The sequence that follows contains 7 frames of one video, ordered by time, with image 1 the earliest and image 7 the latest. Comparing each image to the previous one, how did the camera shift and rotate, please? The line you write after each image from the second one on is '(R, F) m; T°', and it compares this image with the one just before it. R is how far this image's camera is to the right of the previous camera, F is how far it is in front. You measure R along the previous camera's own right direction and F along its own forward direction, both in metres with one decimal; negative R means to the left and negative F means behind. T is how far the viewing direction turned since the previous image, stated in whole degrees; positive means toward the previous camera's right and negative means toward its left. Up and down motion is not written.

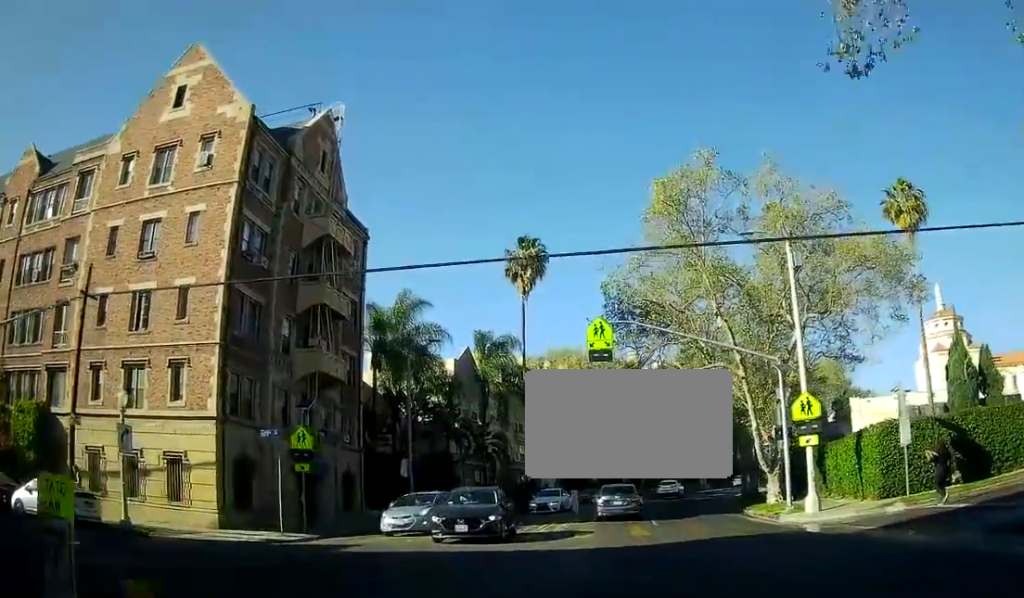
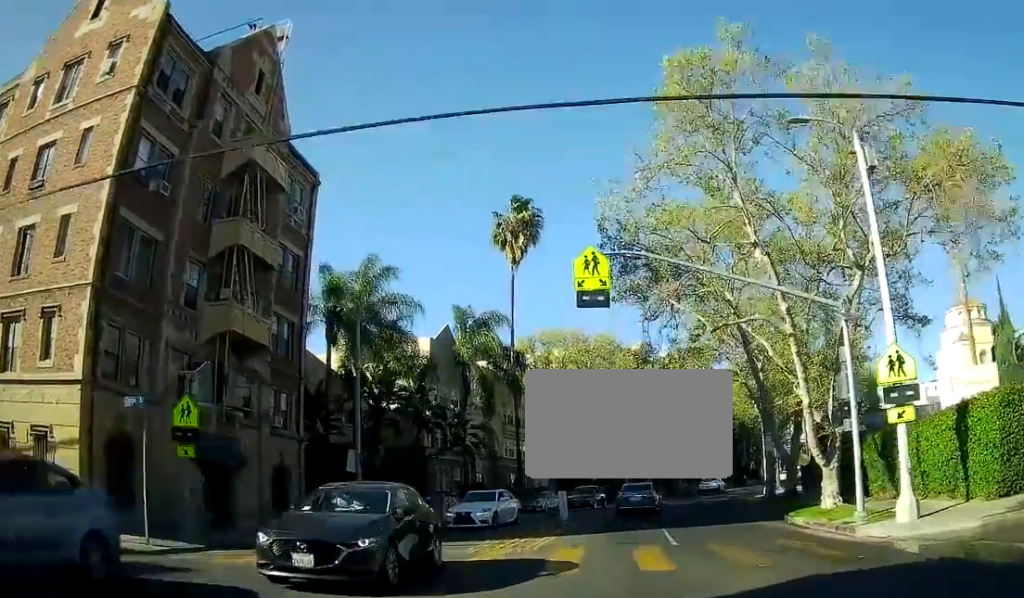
(+0.3, +8.8) m; +1°
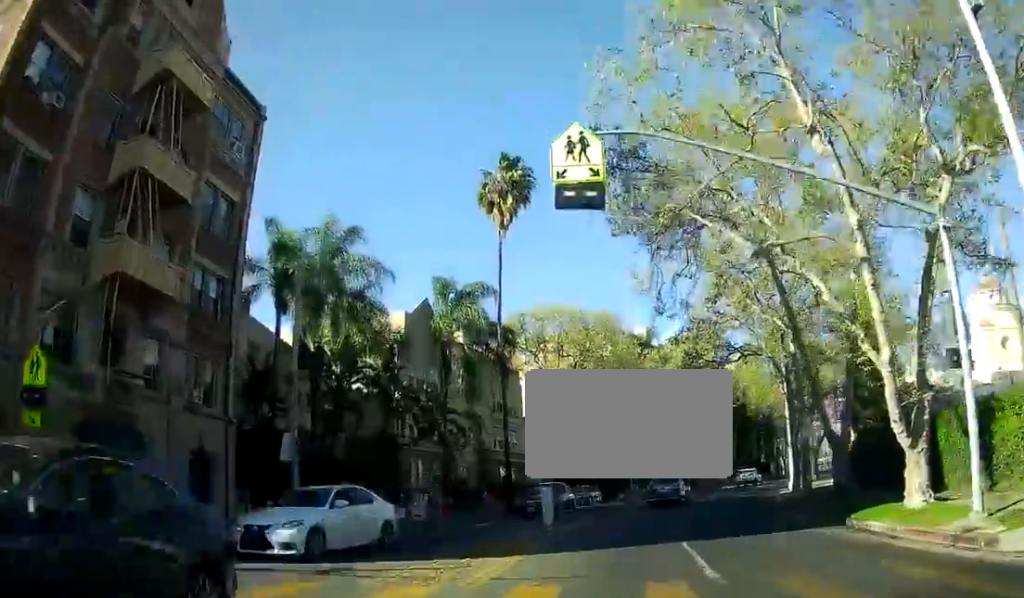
(0.0, +6.9) m; -2°
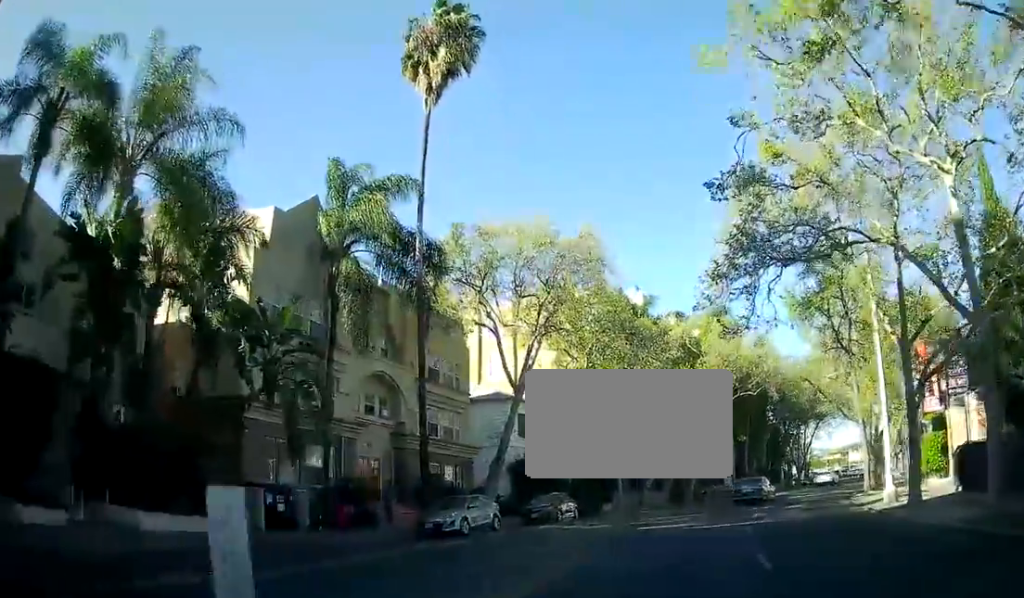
(-0.6, +17.5) m; +3°
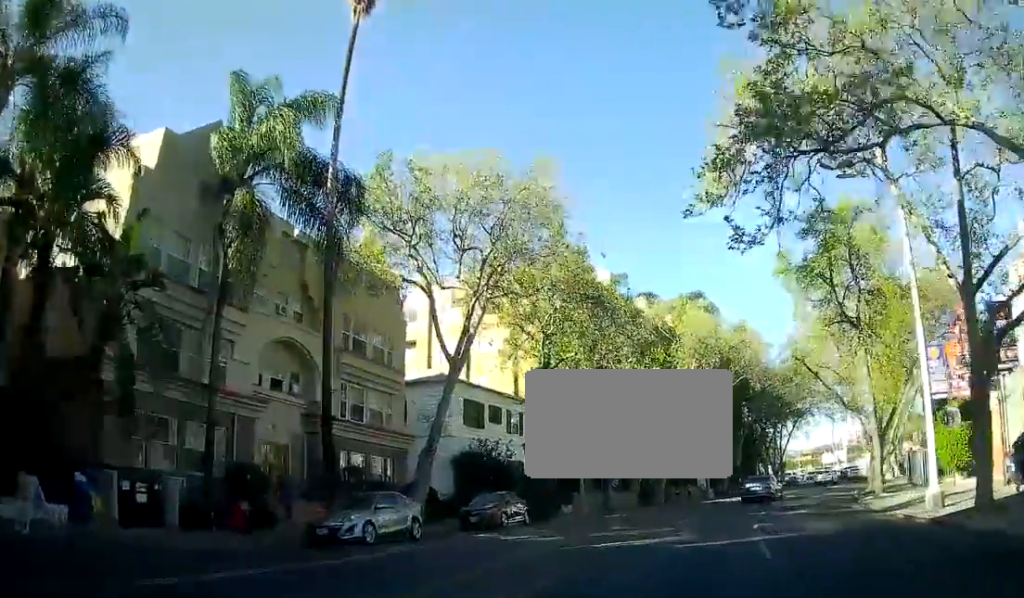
(+0.5, +6.3) m; +3°
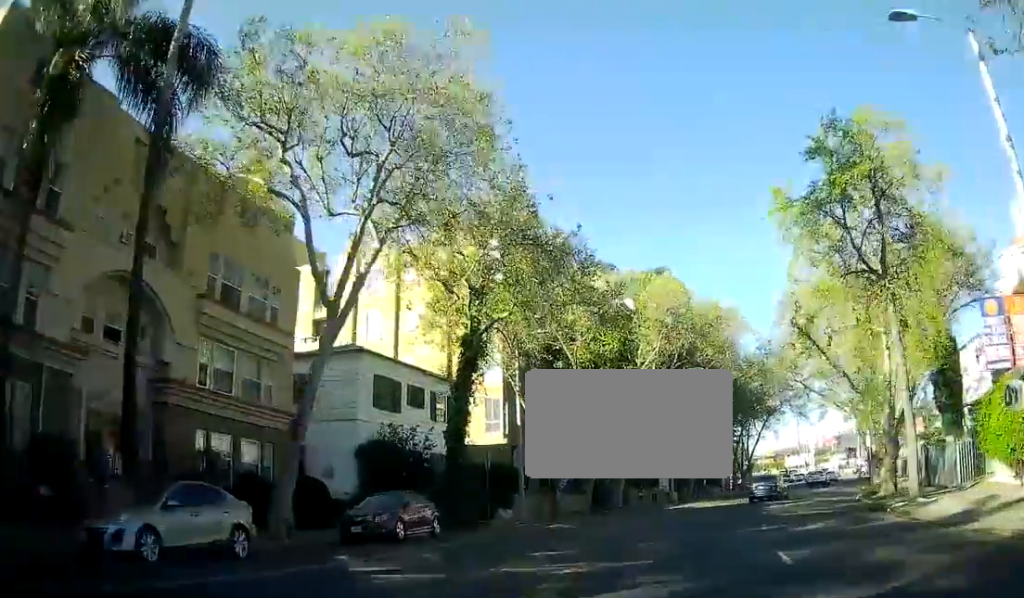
(+0.3, +8.2) m; +2°
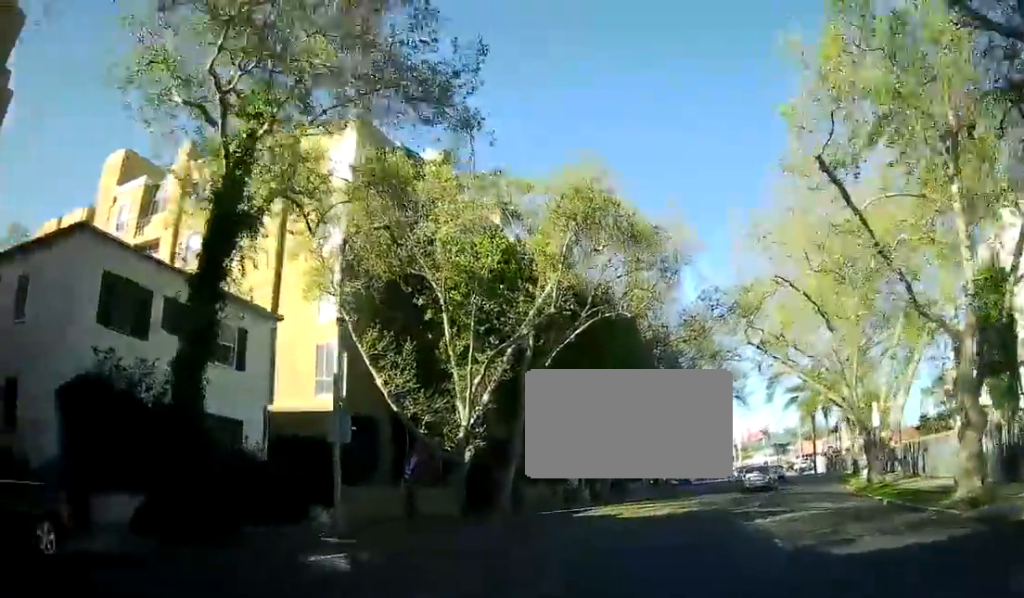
(0.0, +14.4) m; +3°
